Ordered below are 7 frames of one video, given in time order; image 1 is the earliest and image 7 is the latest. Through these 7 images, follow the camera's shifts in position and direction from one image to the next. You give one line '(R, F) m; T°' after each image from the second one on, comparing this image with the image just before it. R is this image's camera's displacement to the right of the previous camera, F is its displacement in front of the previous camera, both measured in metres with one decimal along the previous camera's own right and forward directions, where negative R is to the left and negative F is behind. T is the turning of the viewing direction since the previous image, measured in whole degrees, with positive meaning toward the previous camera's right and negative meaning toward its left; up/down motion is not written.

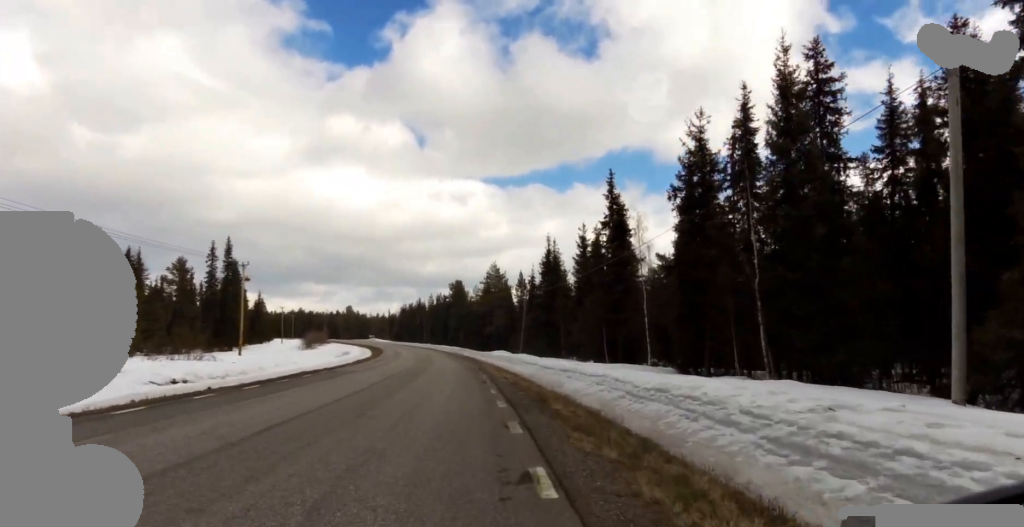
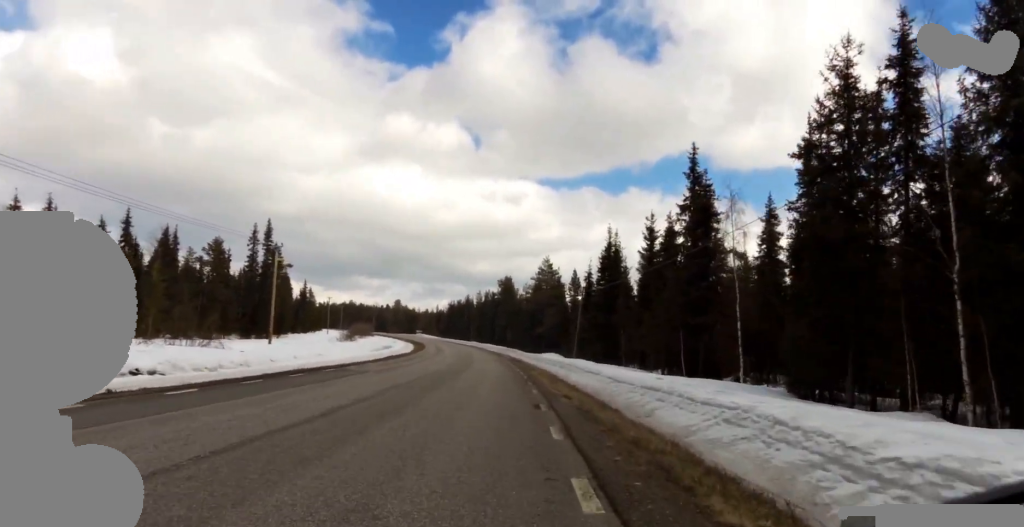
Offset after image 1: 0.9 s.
(+0.1, +6.5) m; -8°
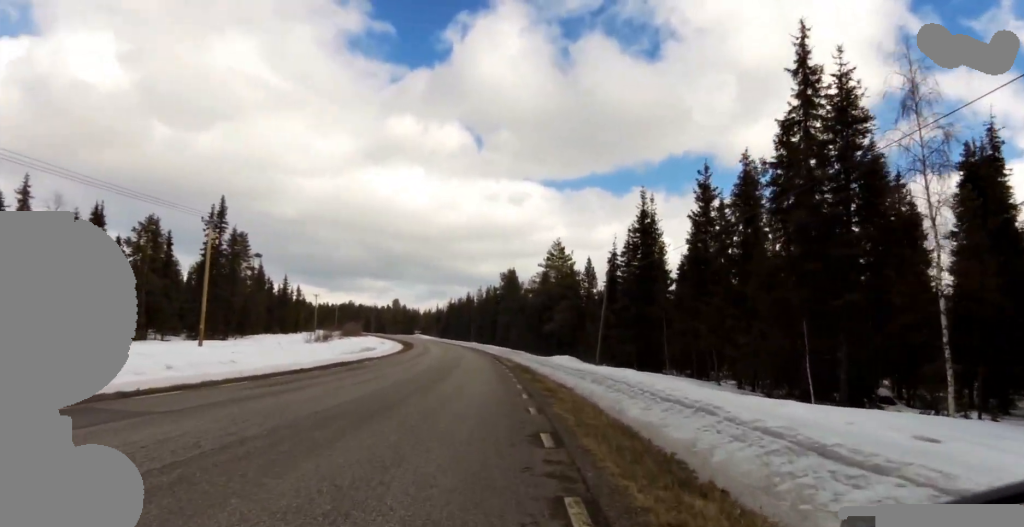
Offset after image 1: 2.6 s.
(-0.6, +13.3) m; +1°
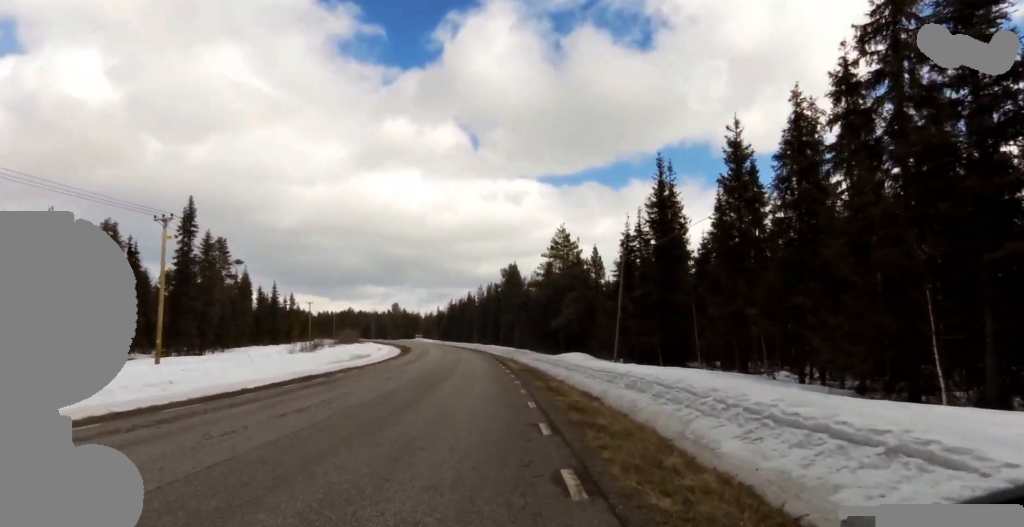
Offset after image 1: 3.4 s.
(-0.2, +5.4) m; -2°
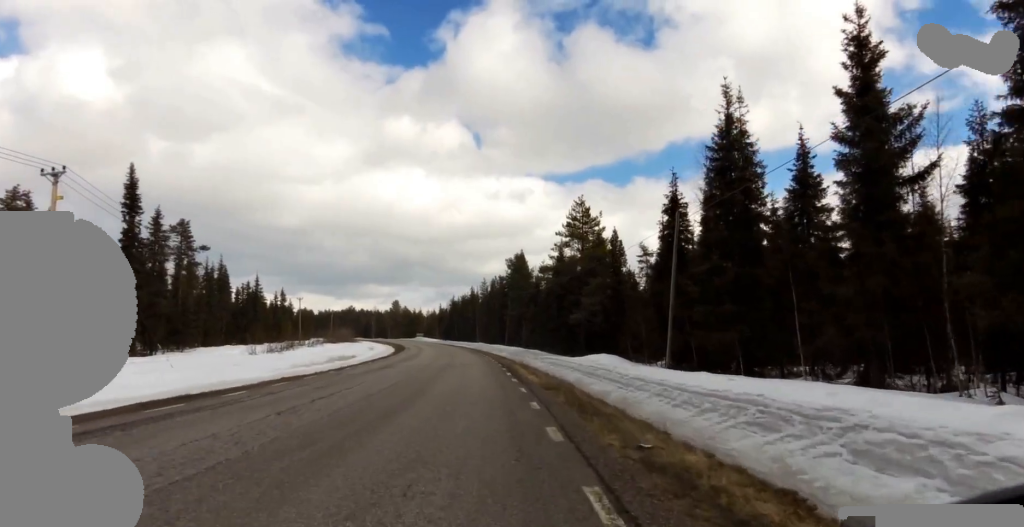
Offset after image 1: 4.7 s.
(-0.3, +9.7) m; +3°
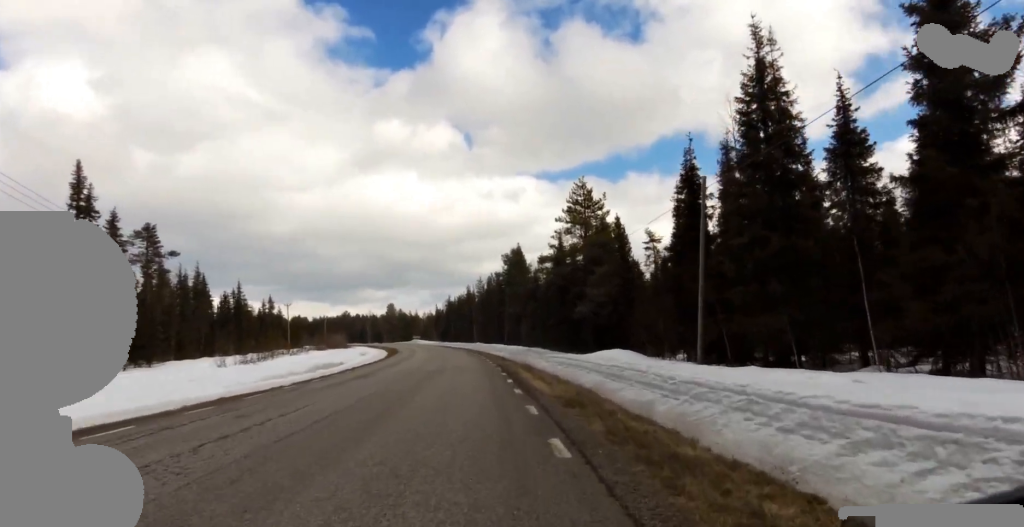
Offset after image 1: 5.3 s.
(+0.3, +4.2) m; +1°
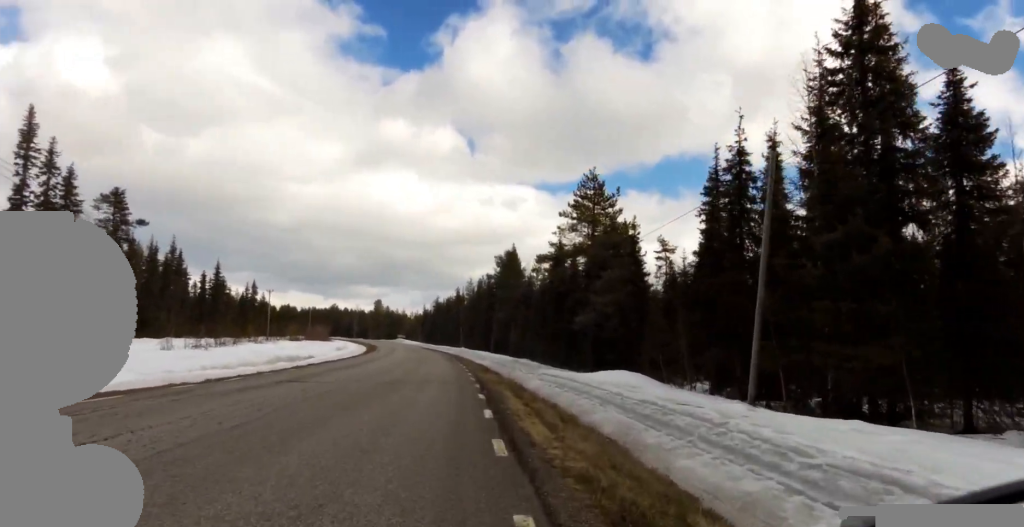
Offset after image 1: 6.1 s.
(+0.1, +5.2) m; -2°
